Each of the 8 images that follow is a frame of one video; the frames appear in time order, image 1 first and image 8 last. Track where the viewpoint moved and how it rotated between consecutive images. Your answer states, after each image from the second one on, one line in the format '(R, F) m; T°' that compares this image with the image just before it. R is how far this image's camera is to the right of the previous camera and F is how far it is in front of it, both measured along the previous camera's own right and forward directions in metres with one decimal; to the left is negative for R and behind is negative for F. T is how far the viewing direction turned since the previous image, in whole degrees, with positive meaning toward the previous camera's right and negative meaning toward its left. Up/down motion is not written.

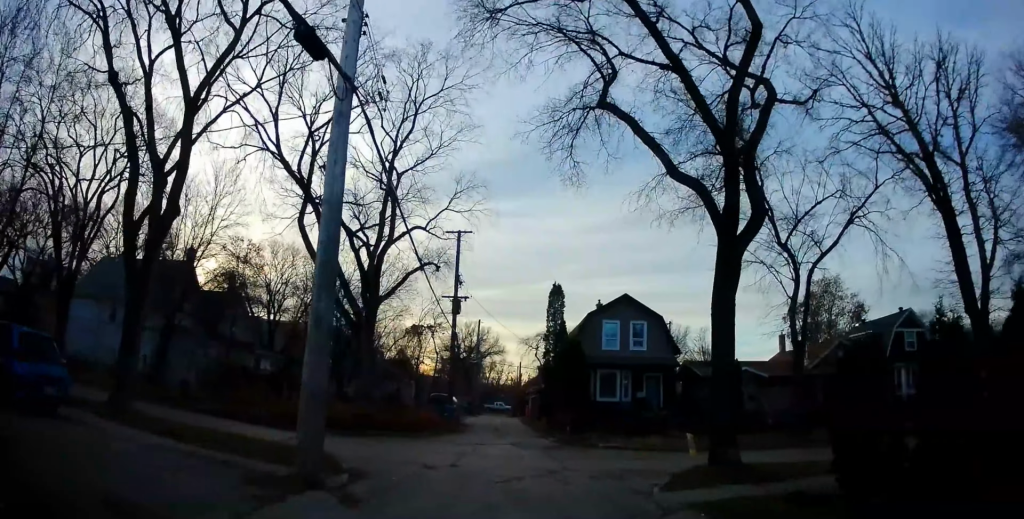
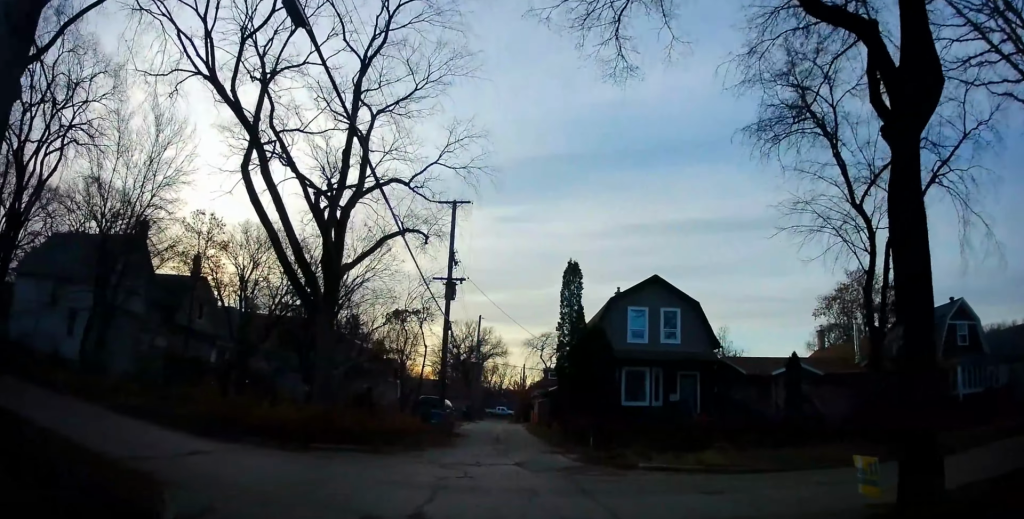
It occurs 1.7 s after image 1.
(-0.2, +6.5) m; +1°
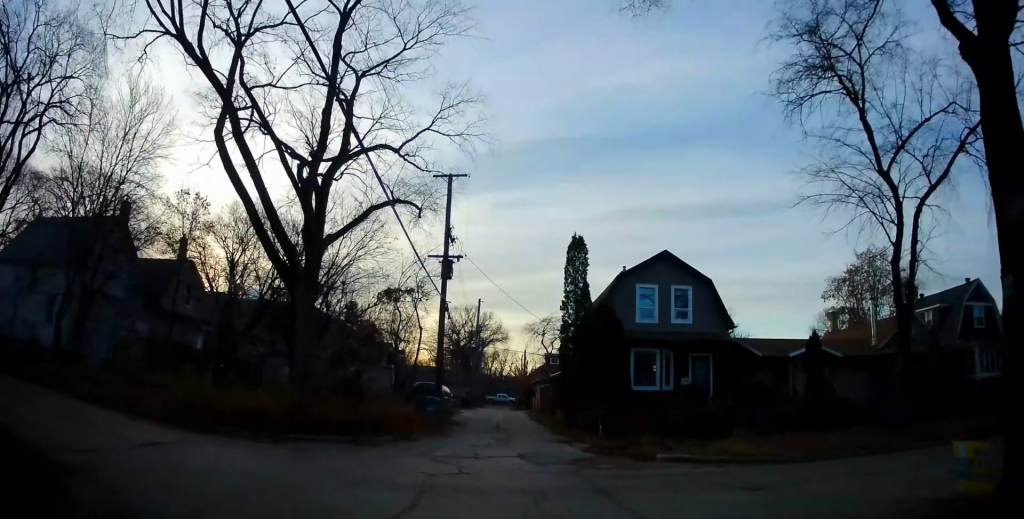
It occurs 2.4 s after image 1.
(0.0, +1.9) m; 0°
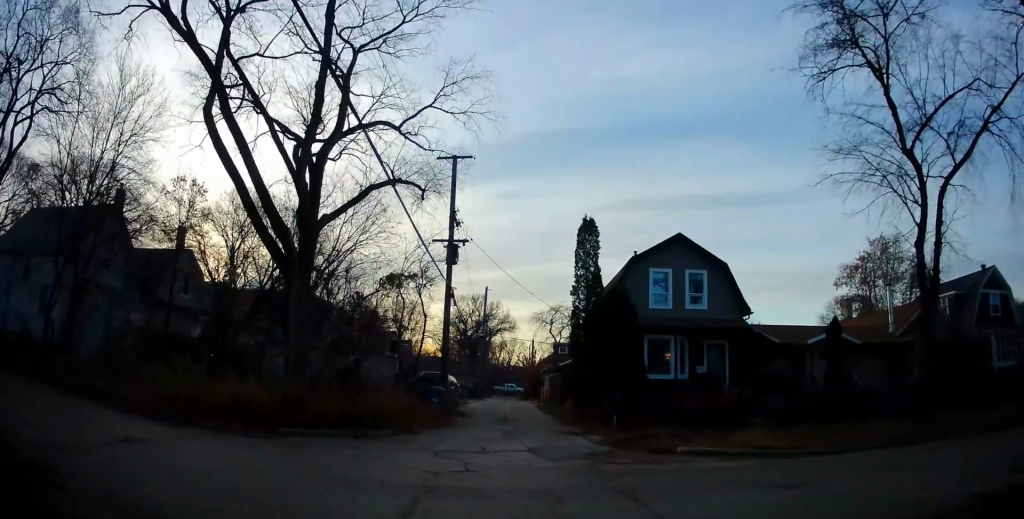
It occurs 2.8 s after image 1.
(+0.3, +1.0) m; -4°
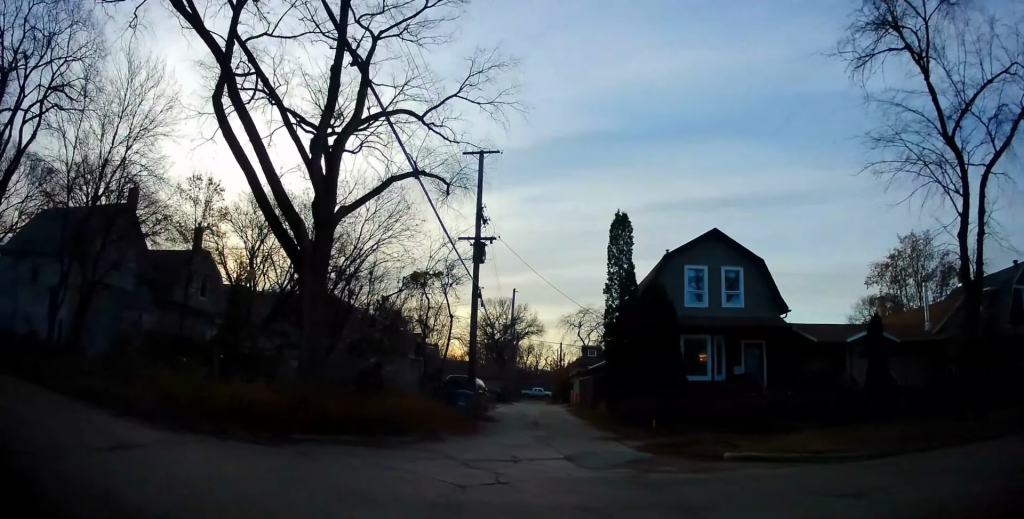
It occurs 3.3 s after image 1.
(+0.1, +1.0) m; -8°
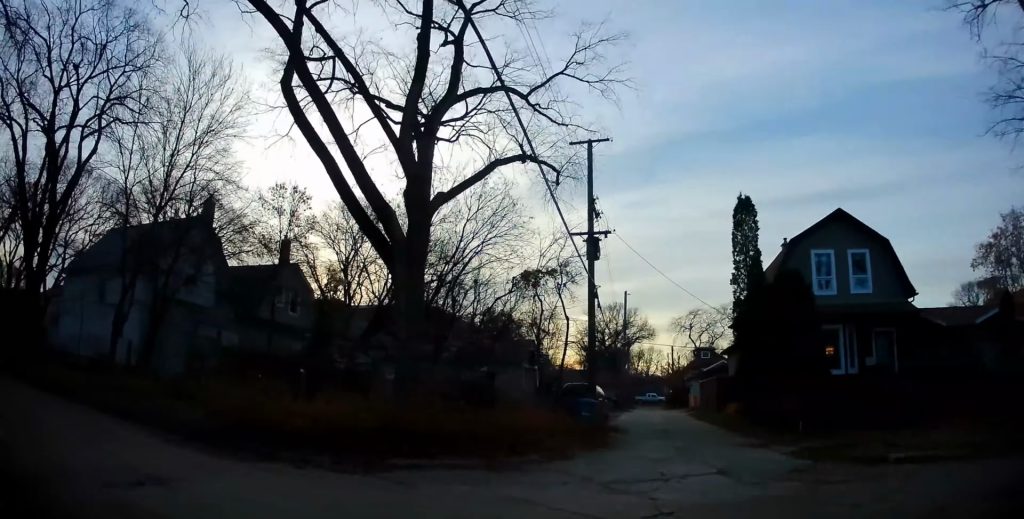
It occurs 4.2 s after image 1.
(-0.7, +1.7) m; -26°
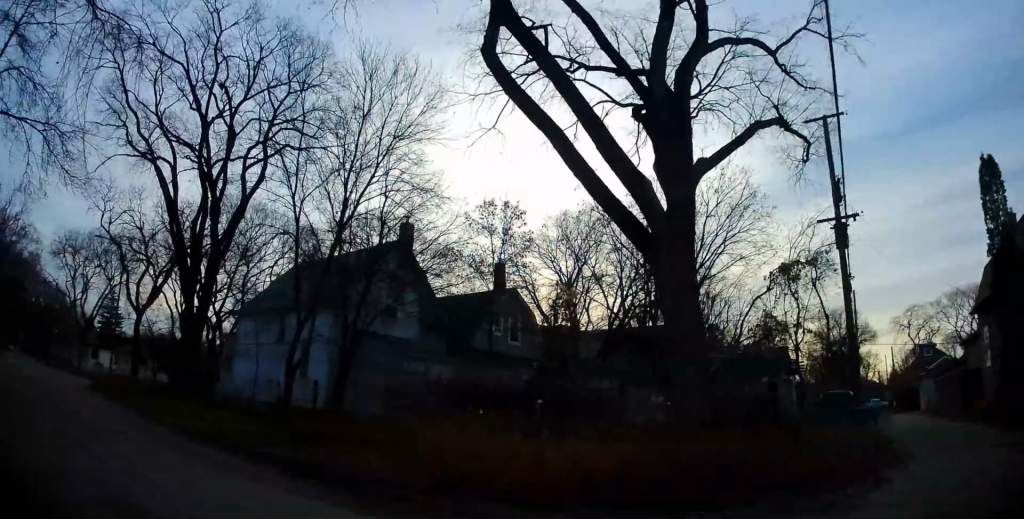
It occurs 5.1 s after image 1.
(-0.1, +2.8) m; -9°
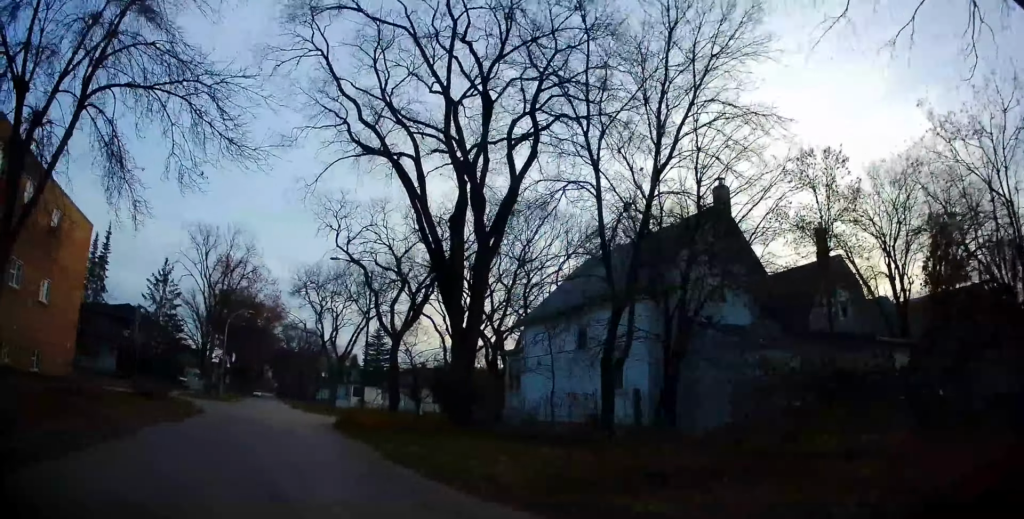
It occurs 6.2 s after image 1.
(-0.6, +4.4) m; -22°
